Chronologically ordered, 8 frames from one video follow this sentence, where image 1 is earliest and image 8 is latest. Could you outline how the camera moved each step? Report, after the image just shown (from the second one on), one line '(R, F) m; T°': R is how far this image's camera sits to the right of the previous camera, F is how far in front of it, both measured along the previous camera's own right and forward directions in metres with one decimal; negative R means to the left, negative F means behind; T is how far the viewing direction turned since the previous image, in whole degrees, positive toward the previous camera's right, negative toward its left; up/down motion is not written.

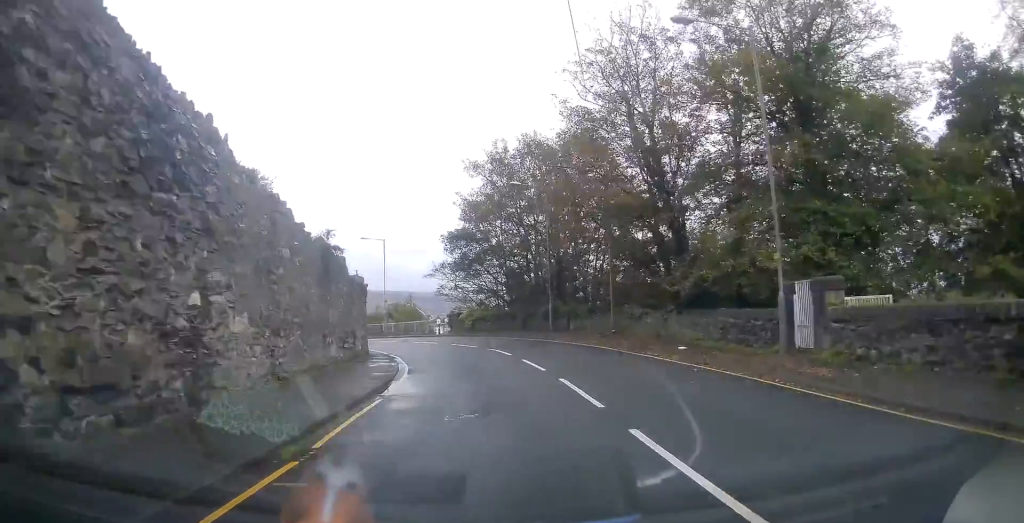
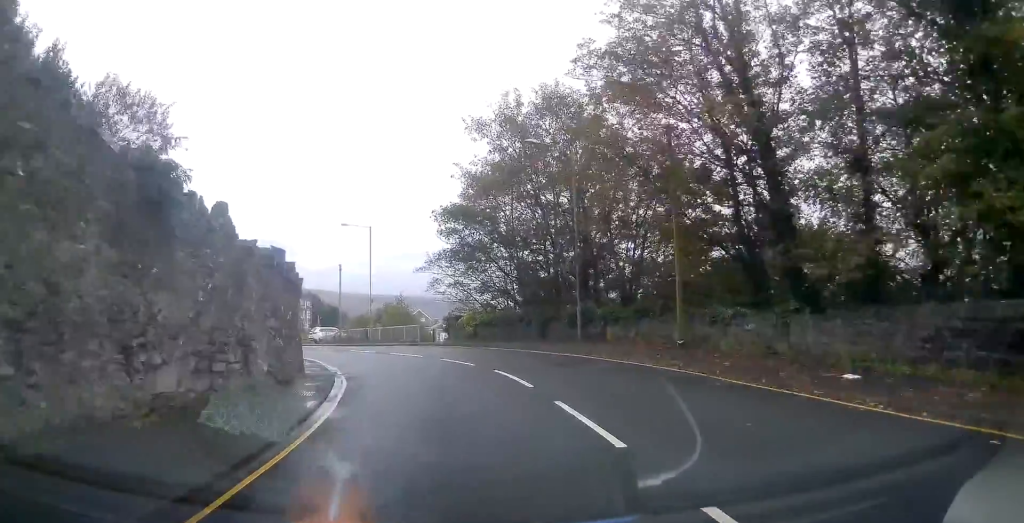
(+0.3, +9.2) m; -2°
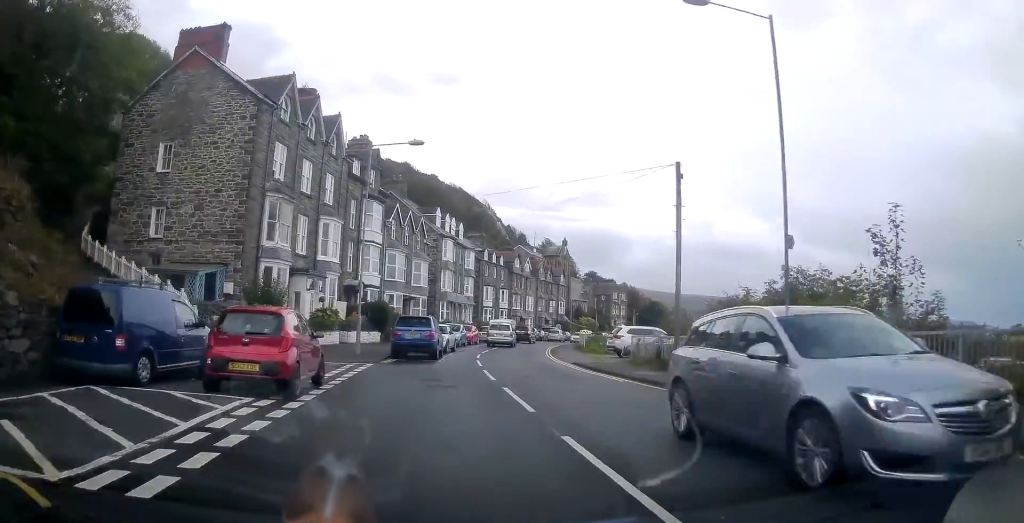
(-6.3, +30.6) m; -22°
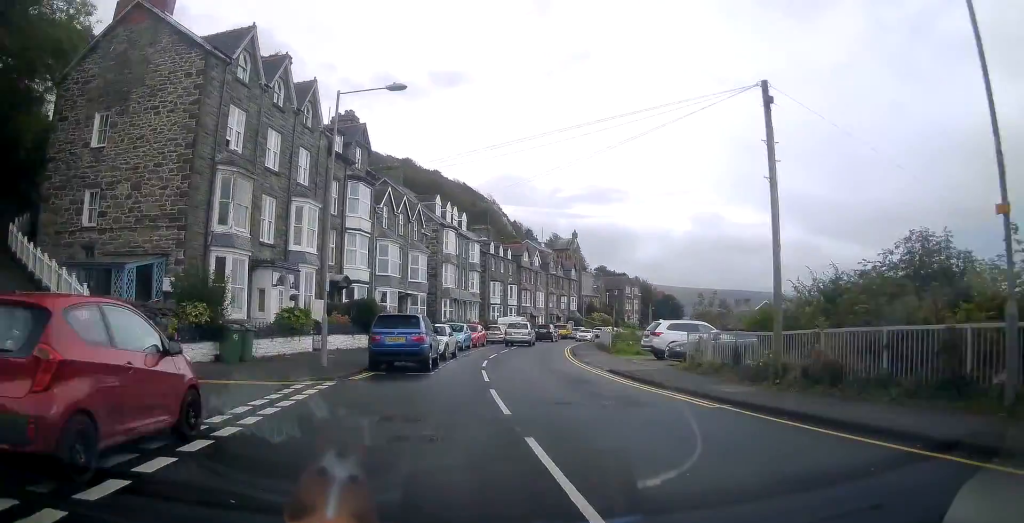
(-0.2, +6.2) m; -2°
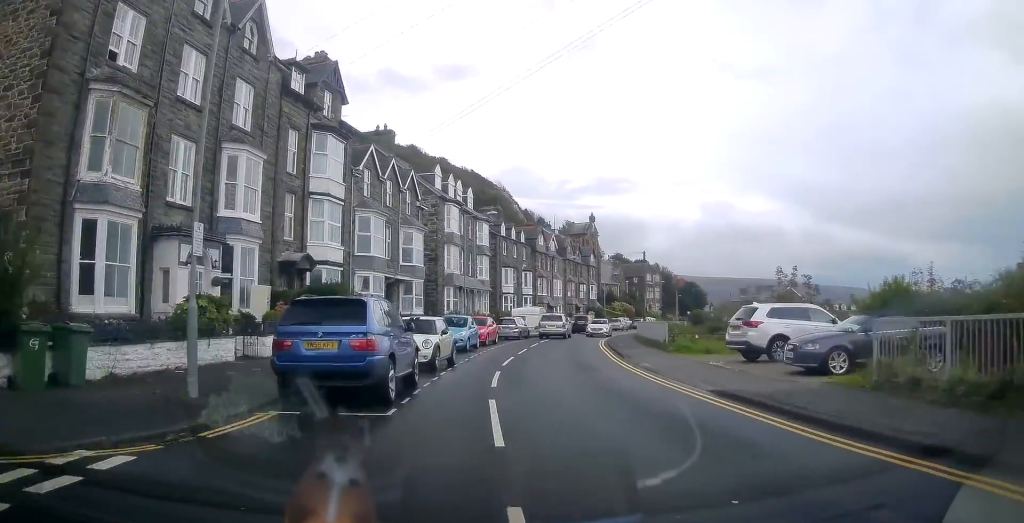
(-0.2, +9.1) m; -1°
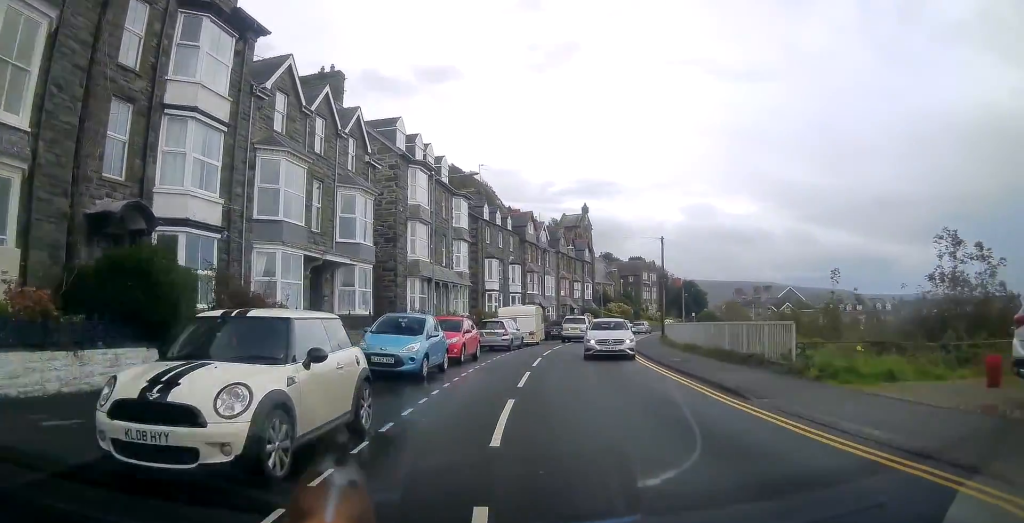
(0.0, +11.9) m; +1°
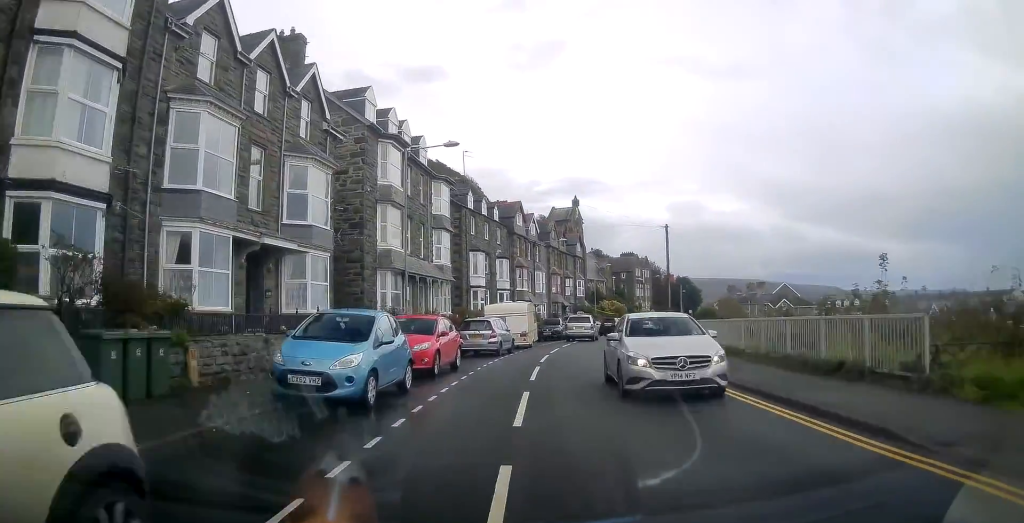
(0.0, +5.0) m; +1°
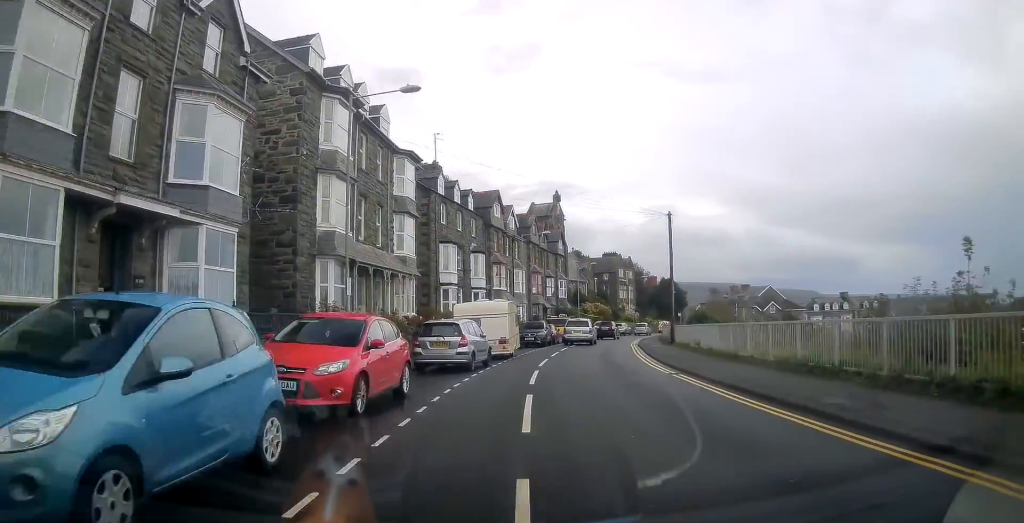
(+0.1, +6.3) m; +2°
